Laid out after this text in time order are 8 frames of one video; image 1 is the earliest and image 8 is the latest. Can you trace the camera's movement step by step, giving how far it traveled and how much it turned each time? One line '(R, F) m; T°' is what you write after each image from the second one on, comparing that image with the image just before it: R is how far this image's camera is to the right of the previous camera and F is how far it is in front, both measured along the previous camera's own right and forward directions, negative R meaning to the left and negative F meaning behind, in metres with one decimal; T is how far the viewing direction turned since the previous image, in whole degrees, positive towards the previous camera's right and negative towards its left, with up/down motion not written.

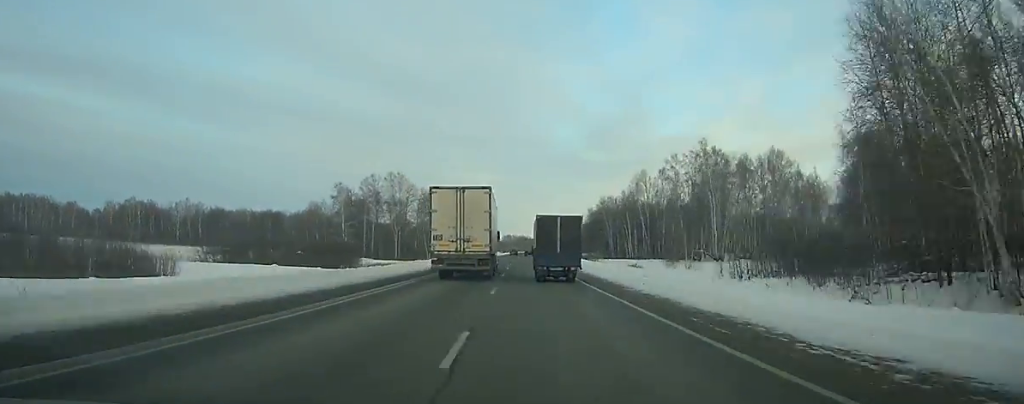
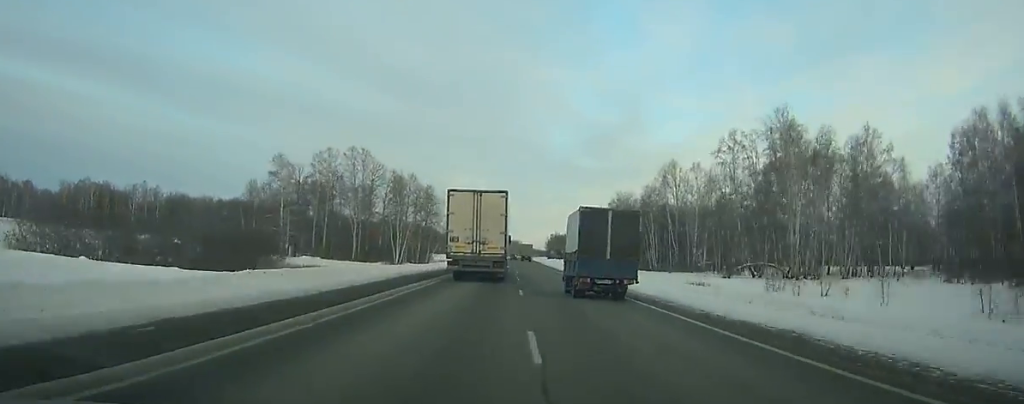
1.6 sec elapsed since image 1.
(+0.1, +35.5) m; 0°
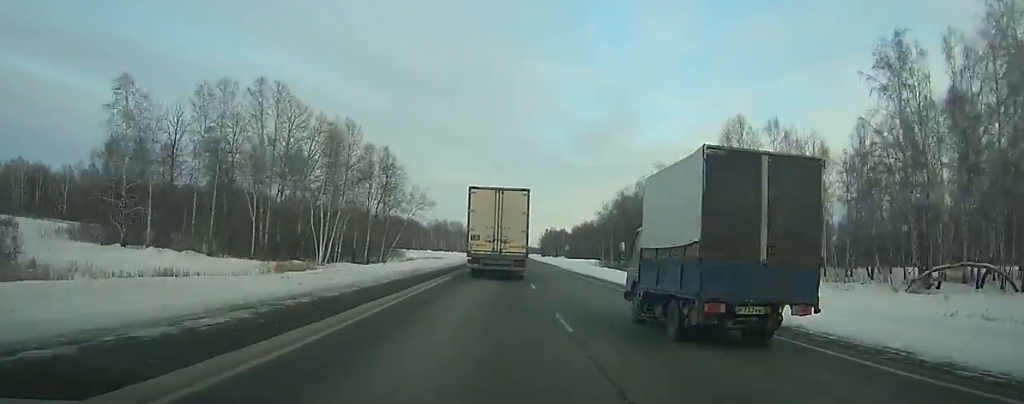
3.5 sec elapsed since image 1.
(0.0, +42.9) m; +1°
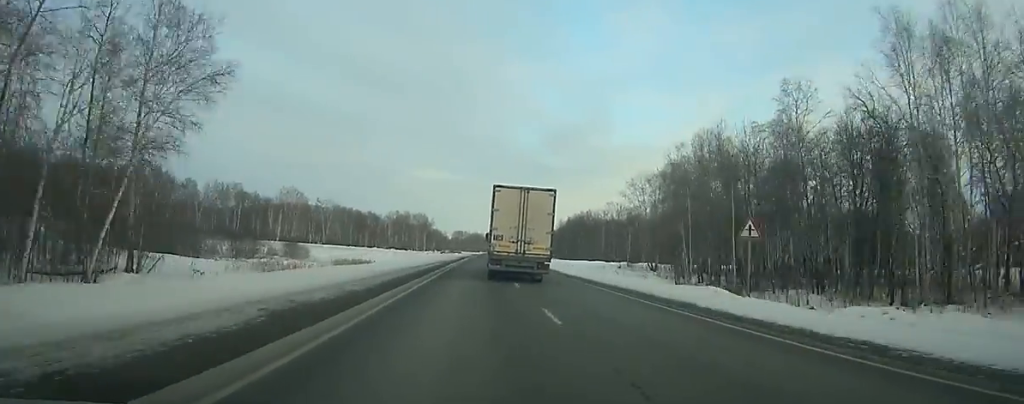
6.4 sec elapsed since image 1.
(+0.8, +68.4) m; +2°
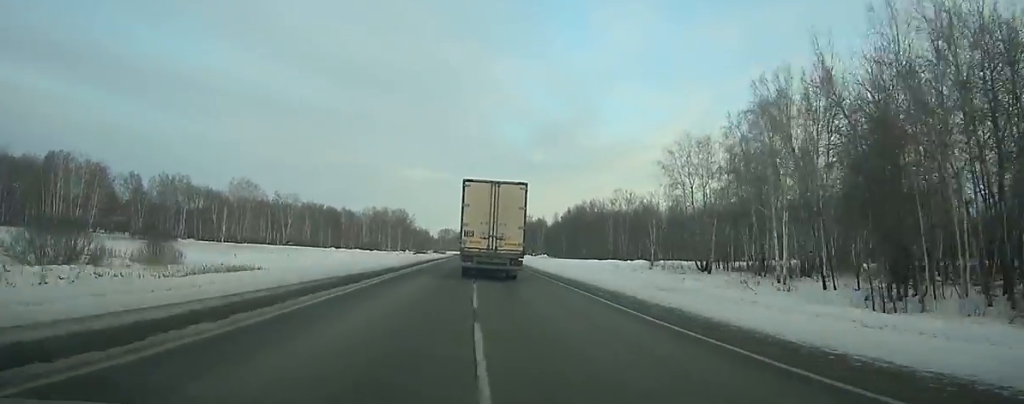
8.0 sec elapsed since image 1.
(+0.7, +38.6) m; 0°
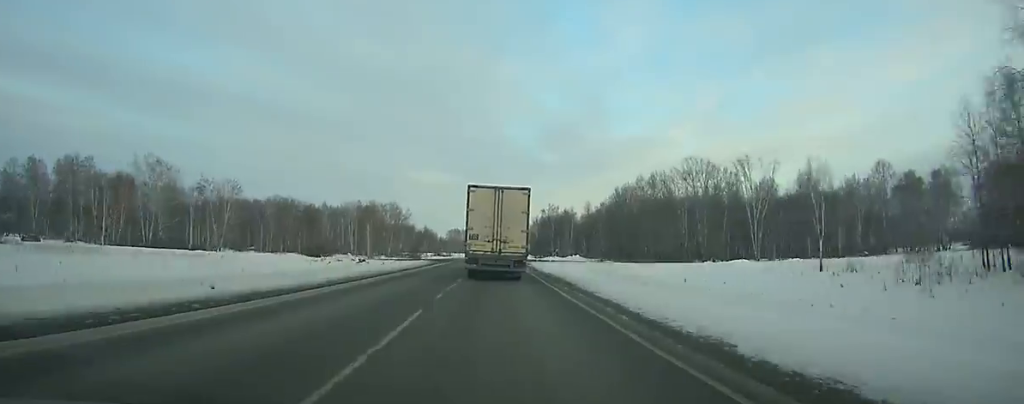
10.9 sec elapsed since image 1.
(+0.4, +70.3) m; 0°
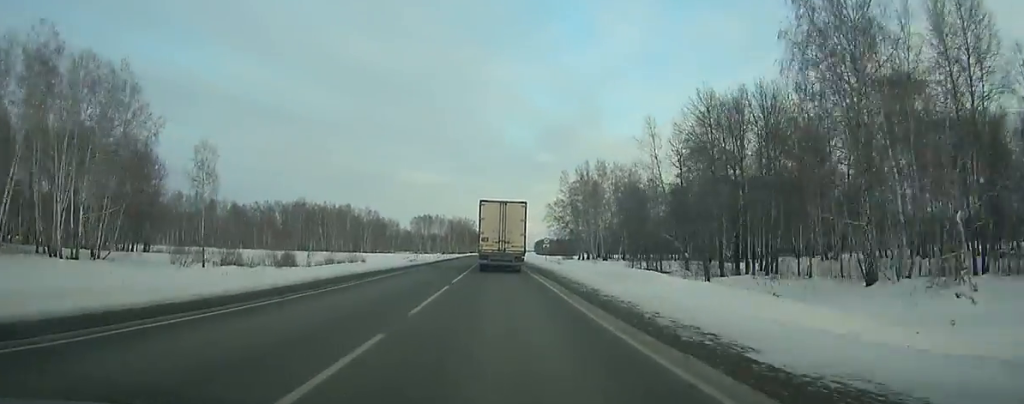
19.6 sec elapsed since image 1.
(0.0, +216.3) m; 0°
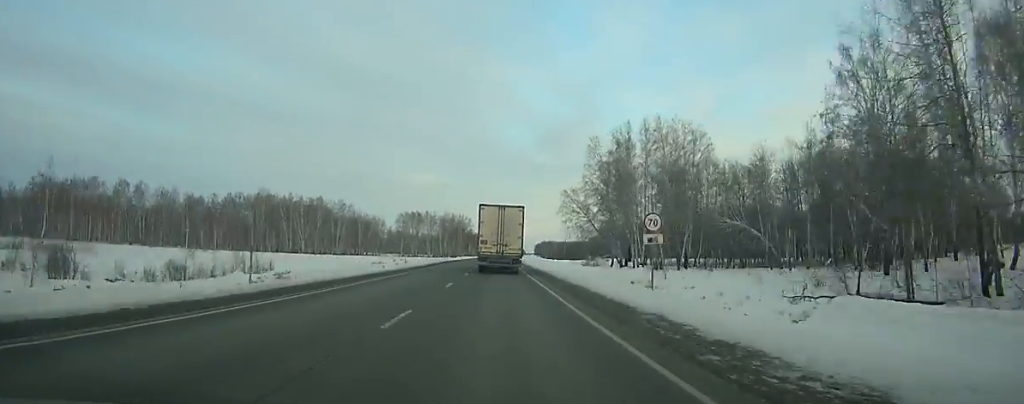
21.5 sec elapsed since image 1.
(0.0, +48.5) m; 0°
